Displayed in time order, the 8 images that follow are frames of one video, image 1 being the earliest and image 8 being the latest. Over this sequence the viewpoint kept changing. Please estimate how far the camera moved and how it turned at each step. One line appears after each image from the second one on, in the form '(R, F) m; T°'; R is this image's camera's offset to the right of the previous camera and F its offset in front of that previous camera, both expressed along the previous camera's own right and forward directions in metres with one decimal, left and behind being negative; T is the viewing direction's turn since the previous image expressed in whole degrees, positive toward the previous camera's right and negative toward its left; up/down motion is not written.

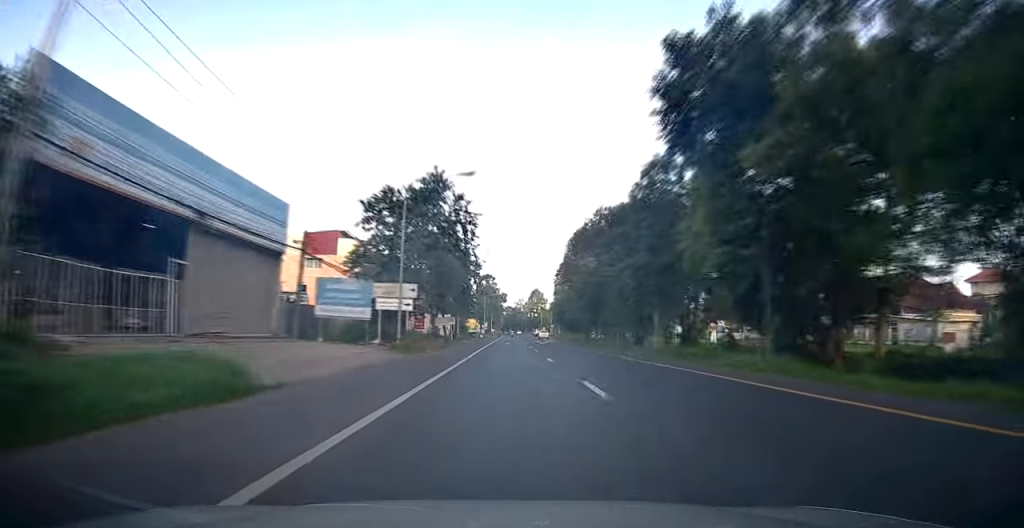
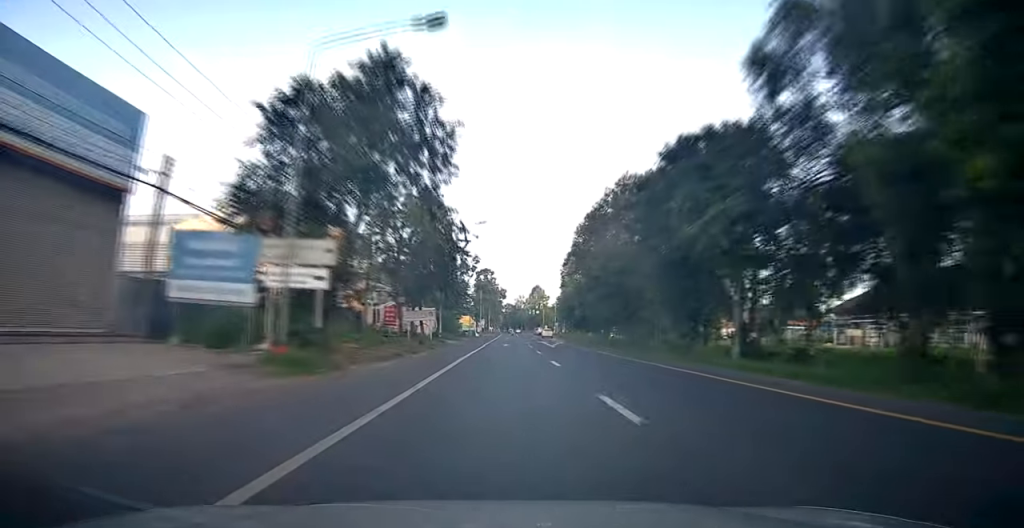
(-0.1, +14.6) m; -2°
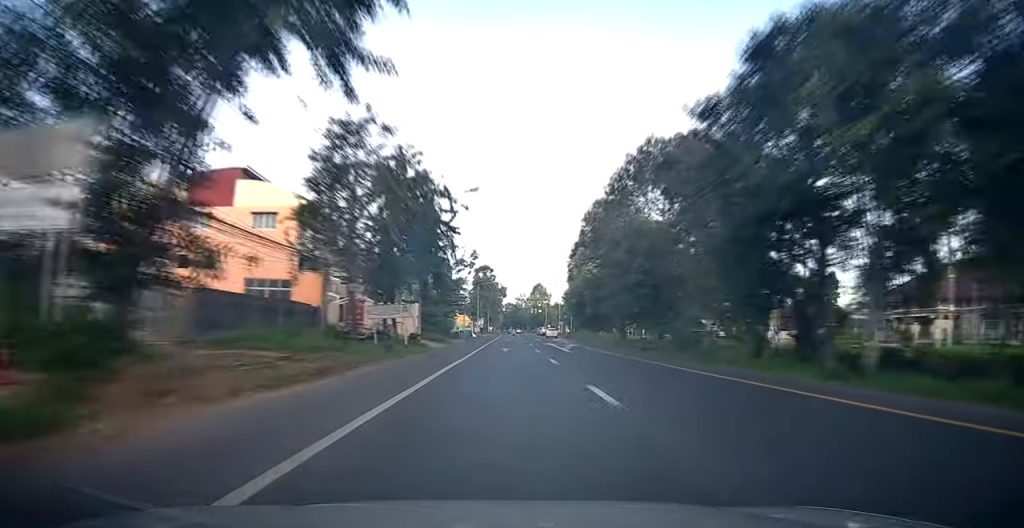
(-0.1, +10.6) m; -1°
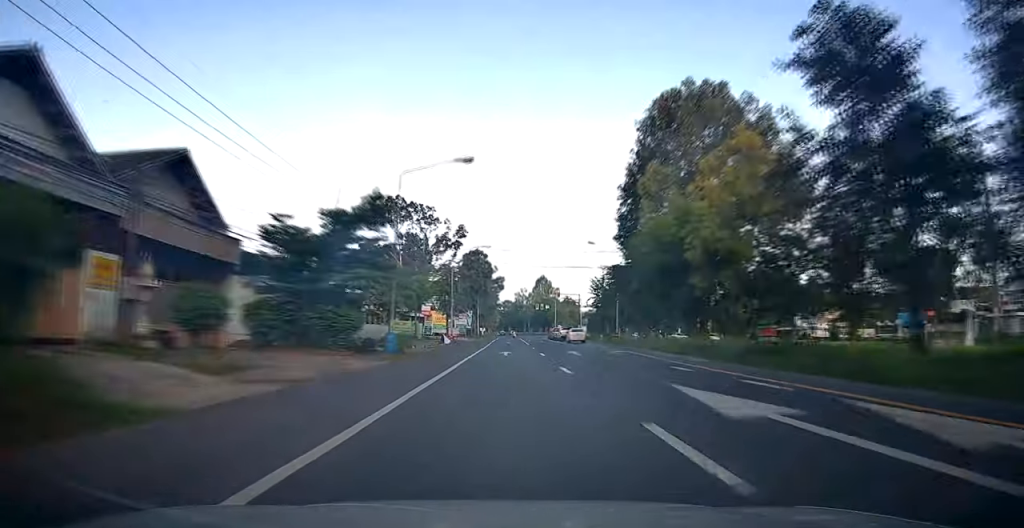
(+0.4, +40.6) m; +1°
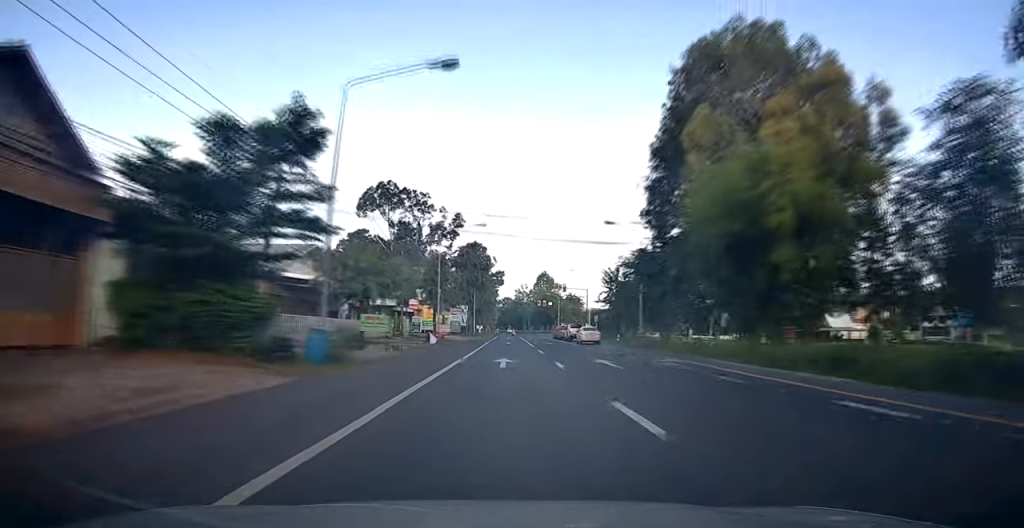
(0.0, +9.6) m; 0°
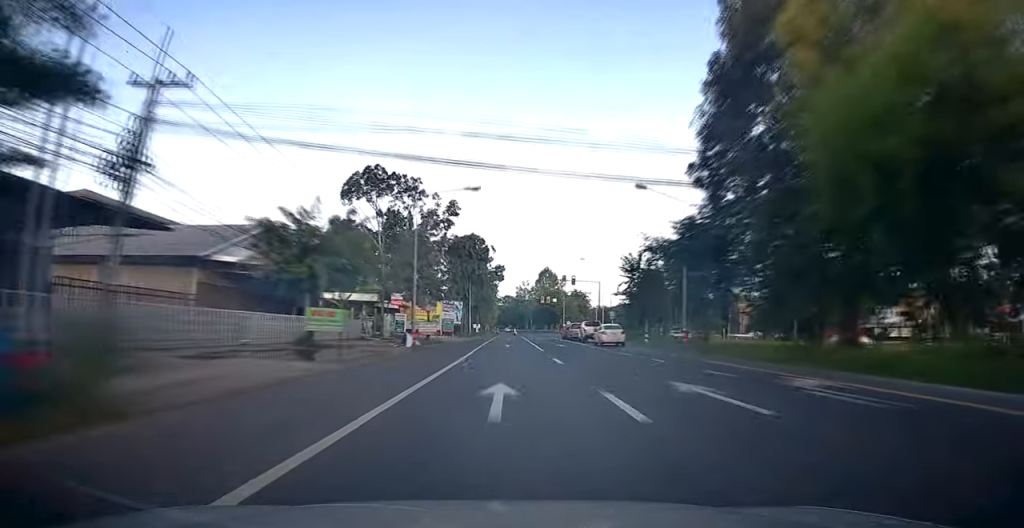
(0.0, +10.8) m; 0°
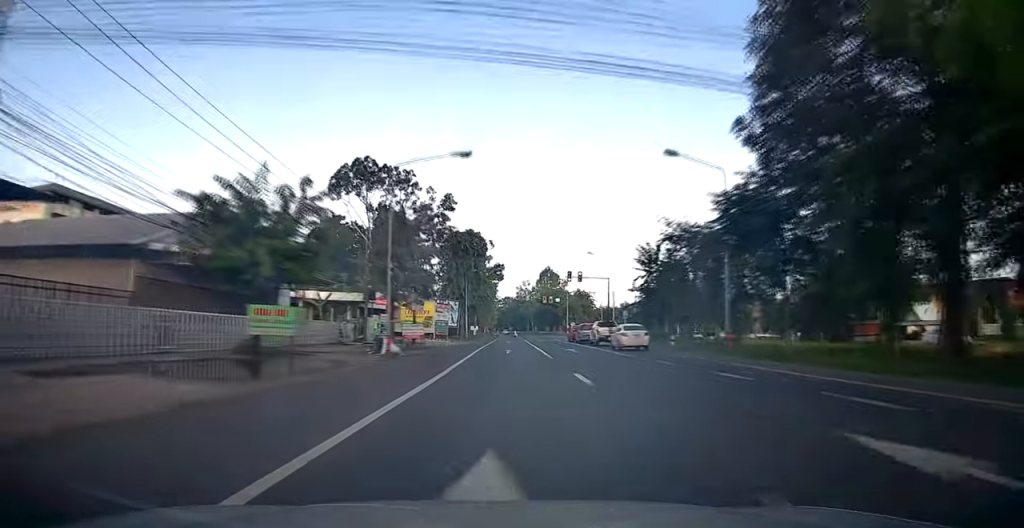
(0.0, +7.0) m; 0°
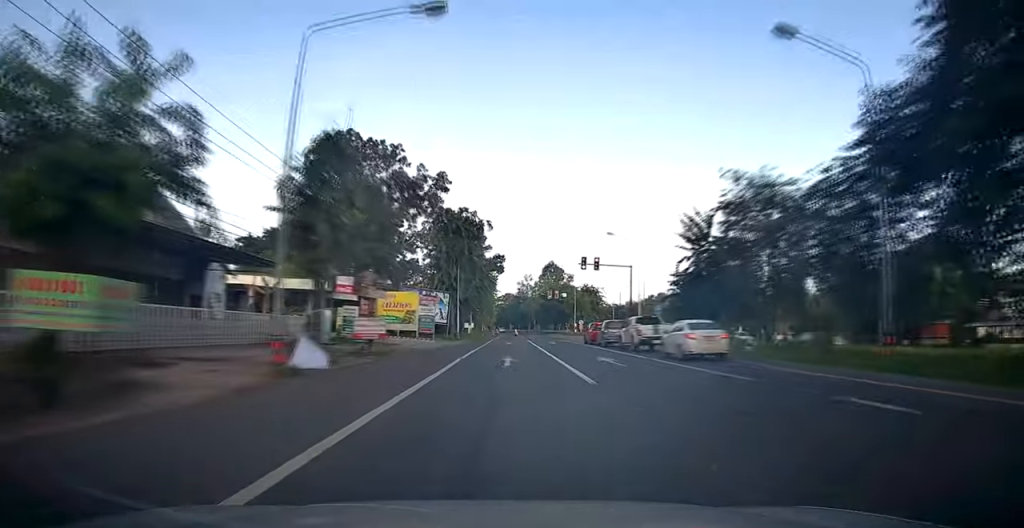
(0.0, +12.0) m; +1°
